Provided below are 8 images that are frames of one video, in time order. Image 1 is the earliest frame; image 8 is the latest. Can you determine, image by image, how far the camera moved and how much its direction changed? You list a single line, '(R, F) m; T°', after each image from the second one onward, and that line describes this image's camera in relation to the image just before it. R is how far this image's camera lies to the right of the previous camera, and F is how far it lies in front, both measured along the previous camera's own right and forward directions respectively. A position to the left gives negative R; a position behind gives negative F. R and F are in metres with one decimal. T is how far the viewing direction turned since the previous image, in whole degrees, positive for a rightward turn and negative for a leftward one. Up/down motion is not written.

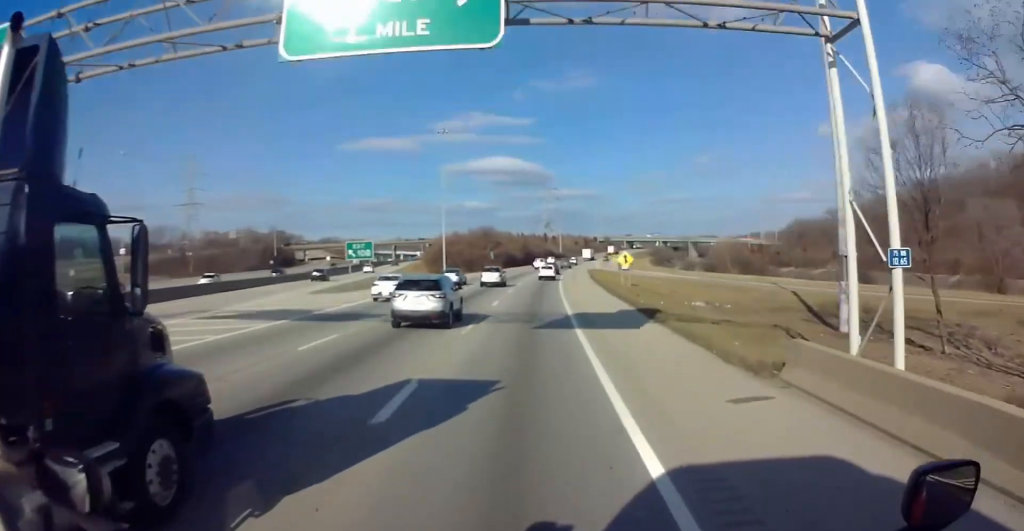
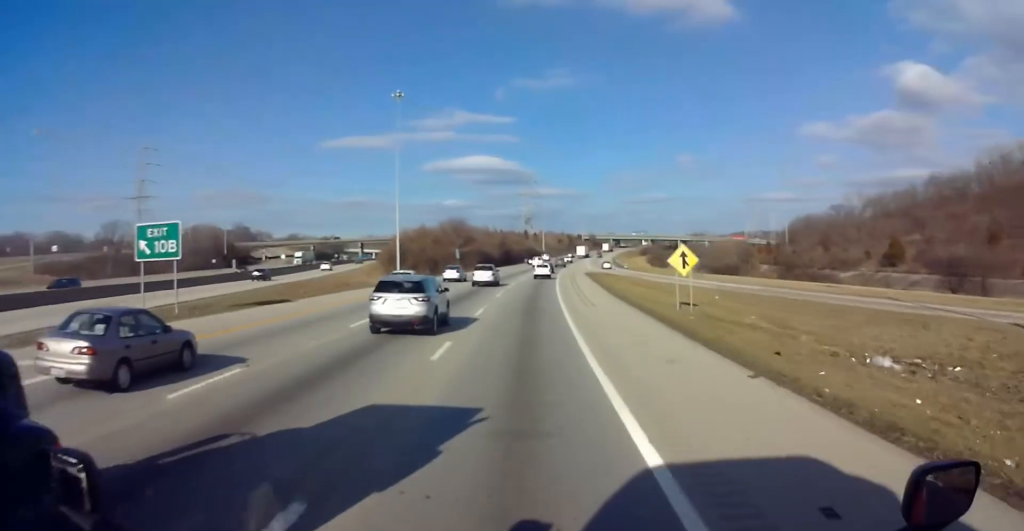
(+0.3, +31.3) m; +1°
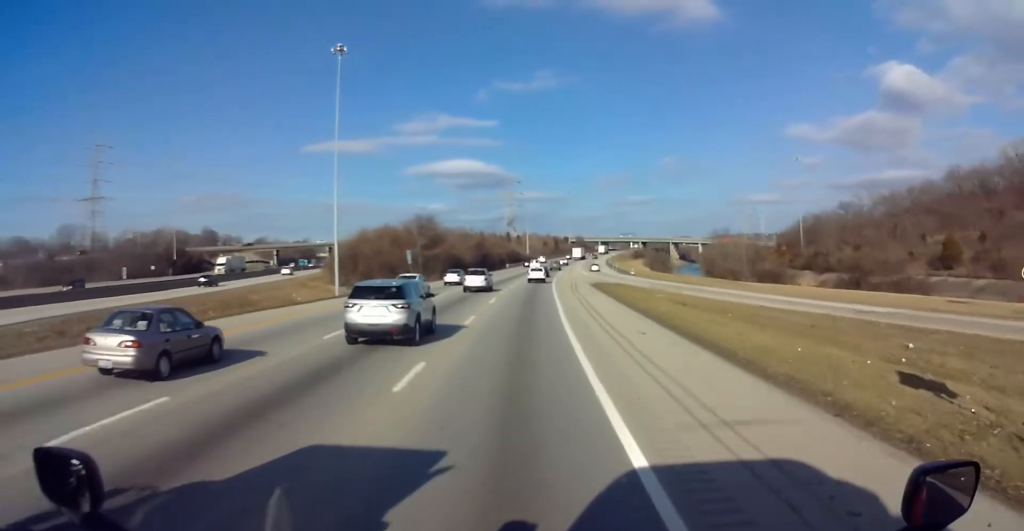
(0.0, +27.7) m; +1°
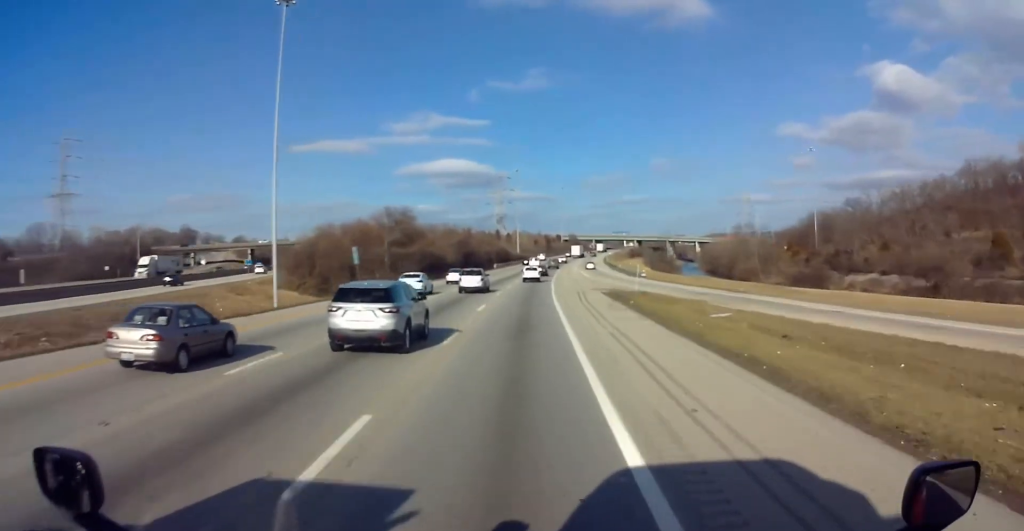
(+0.1, +18.2) m; +2°
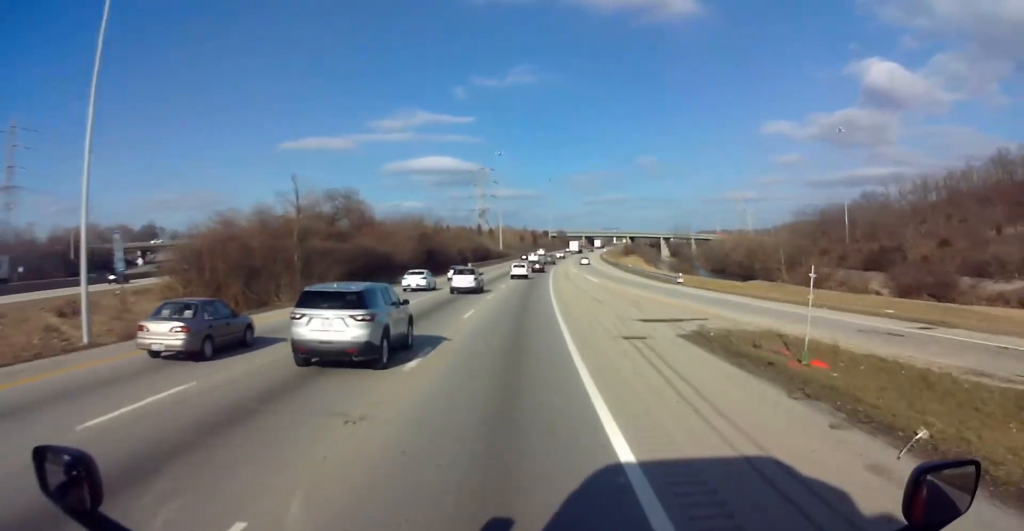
(+0.9, +29.0) m; +2°
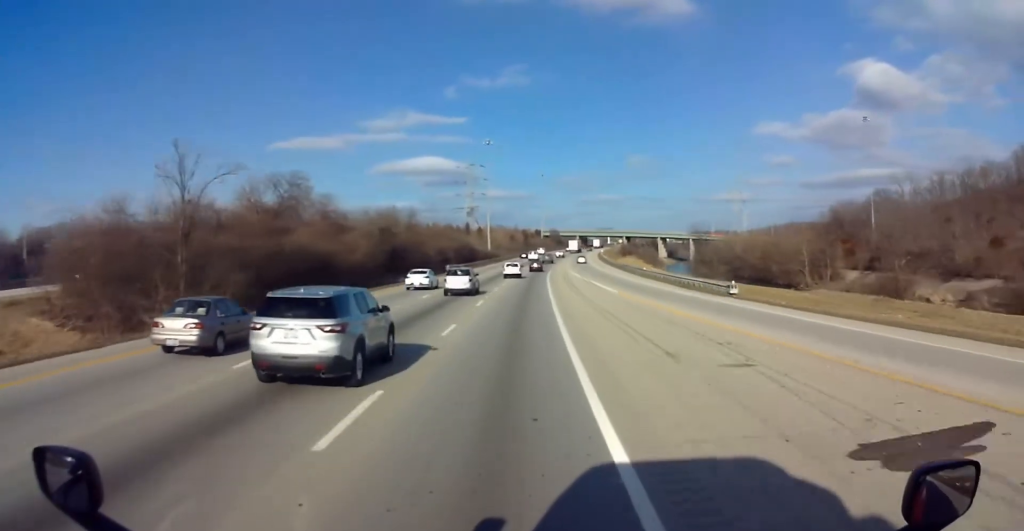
(-0.1, +18.5) m; +1°
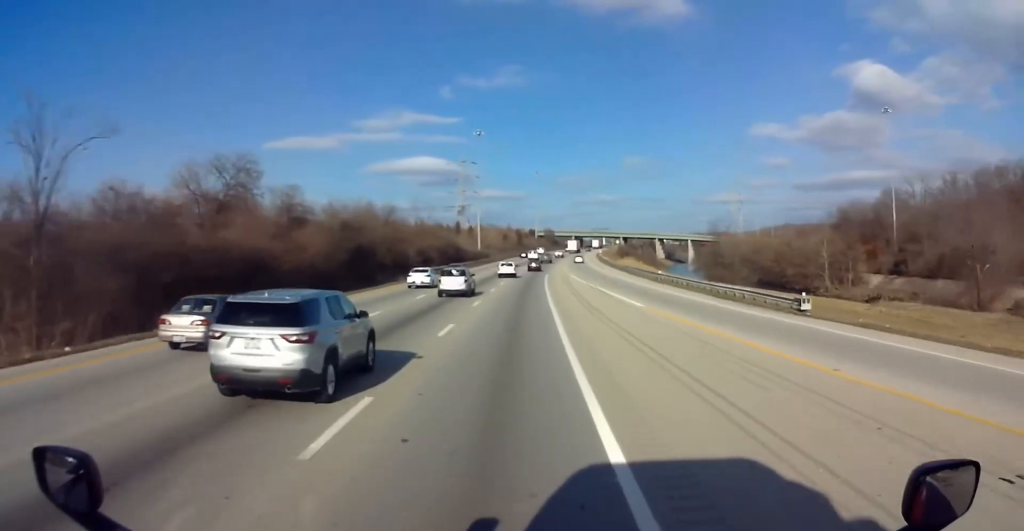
(+0.1, +12.6) m; +1°
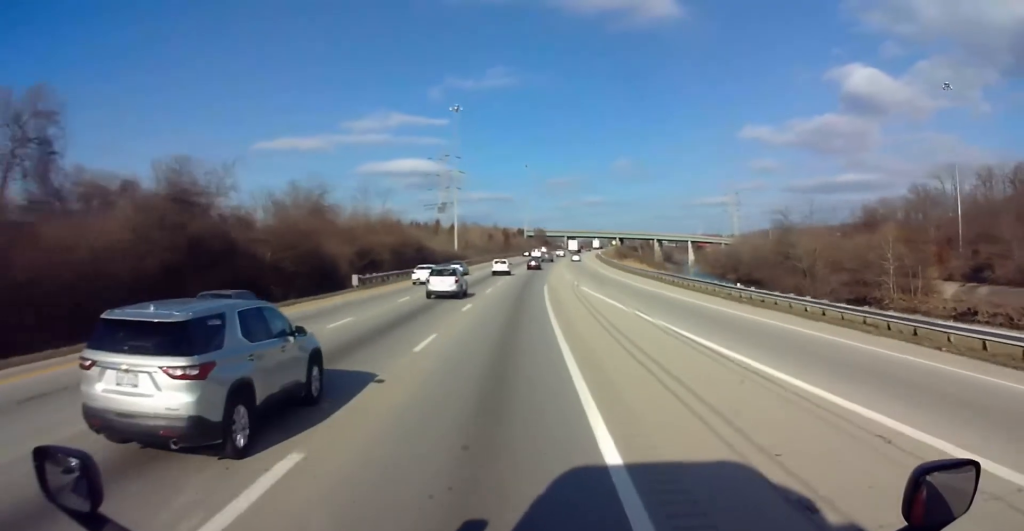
(+0.4, +28.2) m; +1°
